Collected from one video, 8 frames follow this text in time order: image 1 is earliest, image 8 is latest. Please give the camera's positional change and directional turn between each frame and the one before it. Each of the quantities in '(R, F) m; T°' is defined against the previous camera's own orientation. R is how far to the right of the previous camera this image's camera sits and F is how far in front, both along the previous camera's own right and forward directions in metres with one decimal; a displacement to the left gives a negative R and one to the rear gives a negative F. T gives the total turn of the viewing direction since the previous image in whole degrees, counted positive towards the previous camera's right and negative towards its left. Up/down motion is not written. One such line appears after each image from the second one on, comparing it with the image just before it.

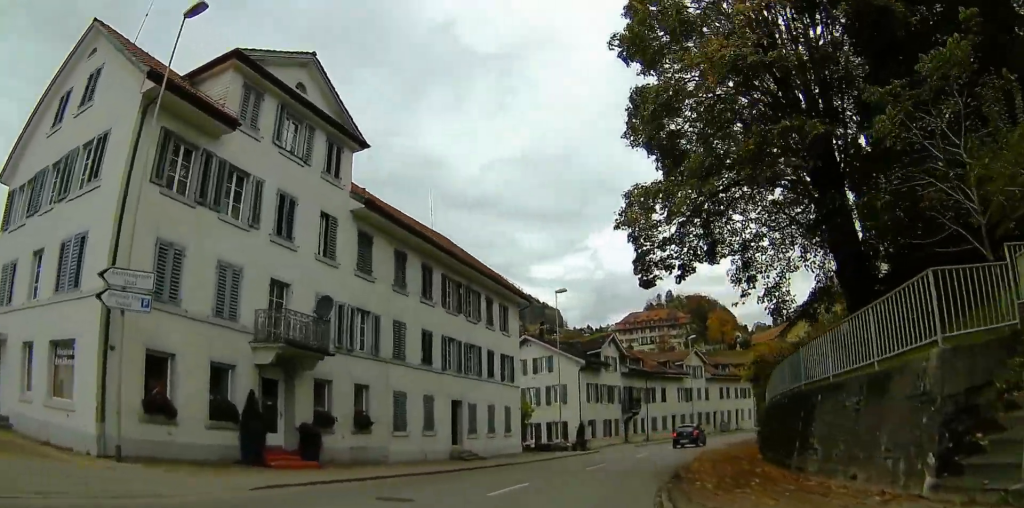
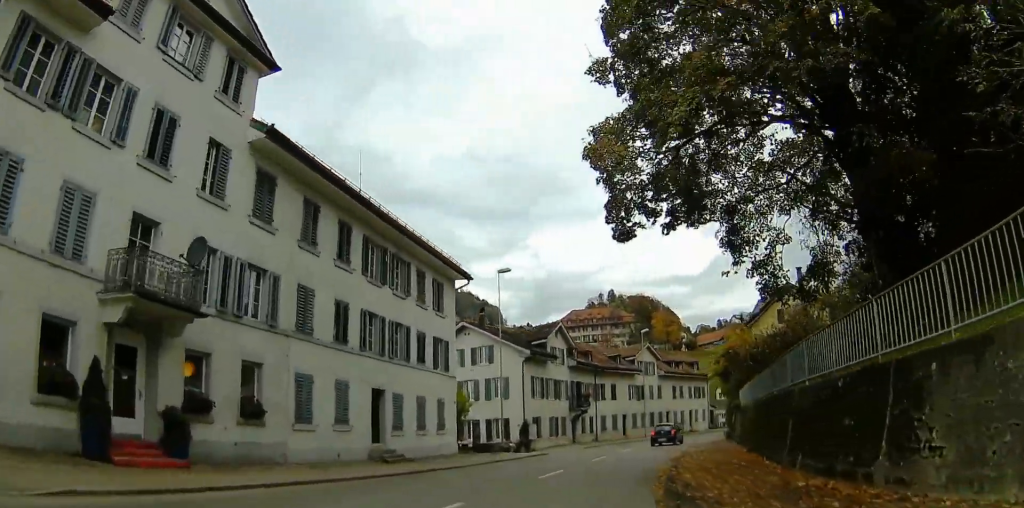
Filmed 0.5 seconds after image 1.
(0.0, +4.4) m; +8°
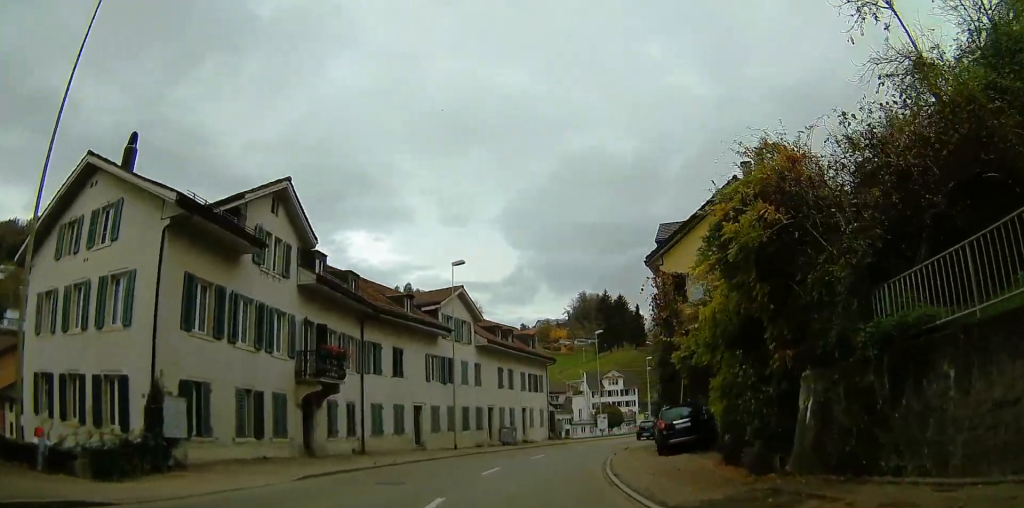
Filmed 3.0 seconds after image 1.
(+6.3, +23.9) m; +19°
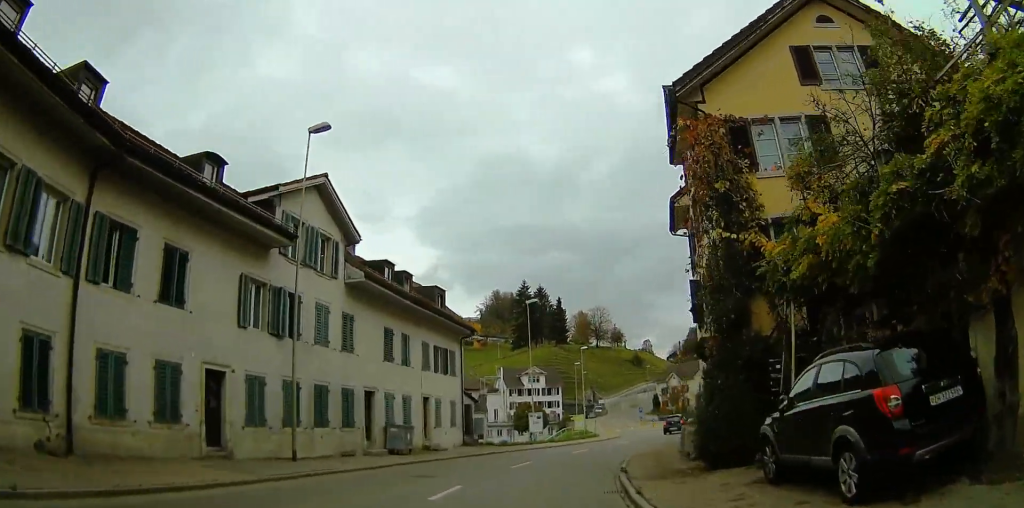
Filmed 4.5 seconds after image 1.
(+1.7, +15.2) m; +11°
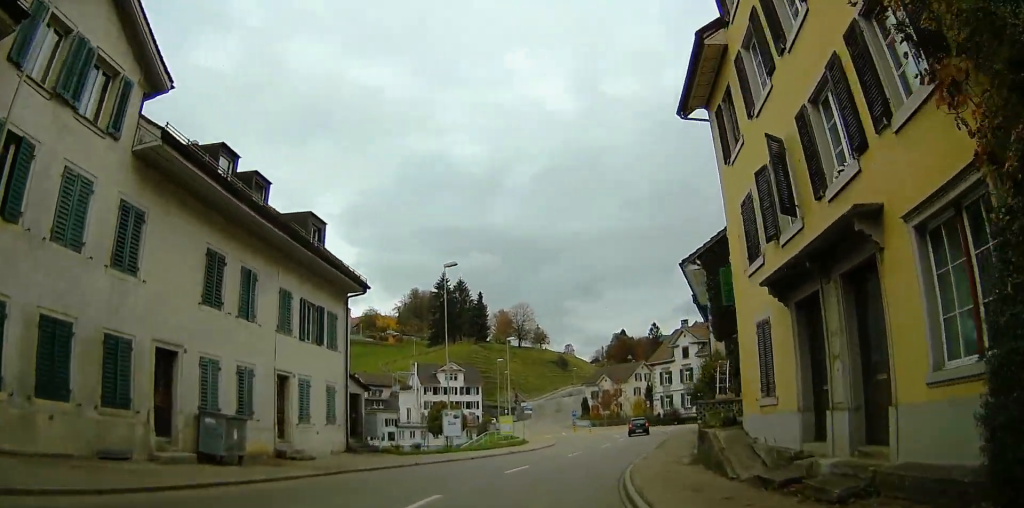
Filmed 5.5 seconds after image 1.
(+0.1, +10.7) m; +4°
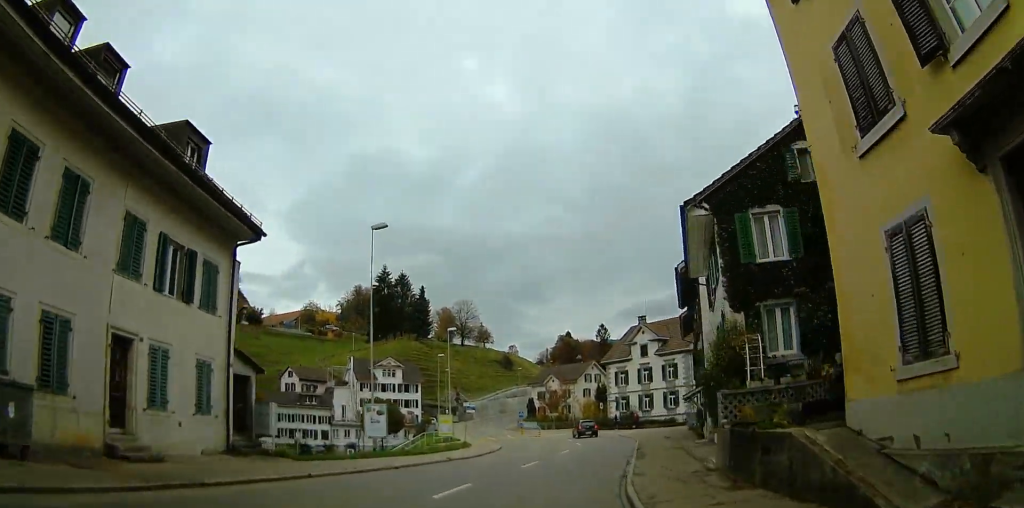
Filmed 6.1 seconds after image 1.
(+0.1, +6.5) m; +7°
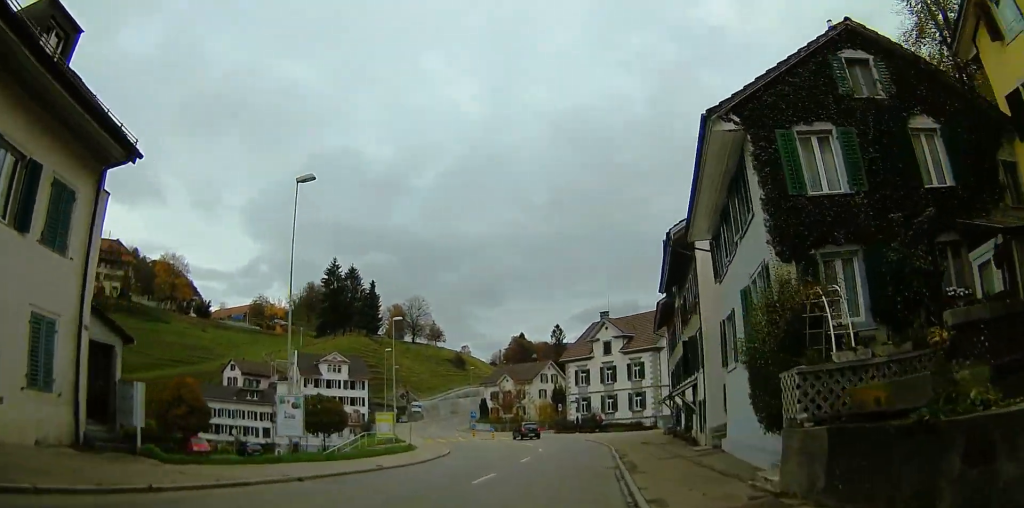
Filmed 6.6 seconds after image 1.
(+0.3, +5.2) m; +5°
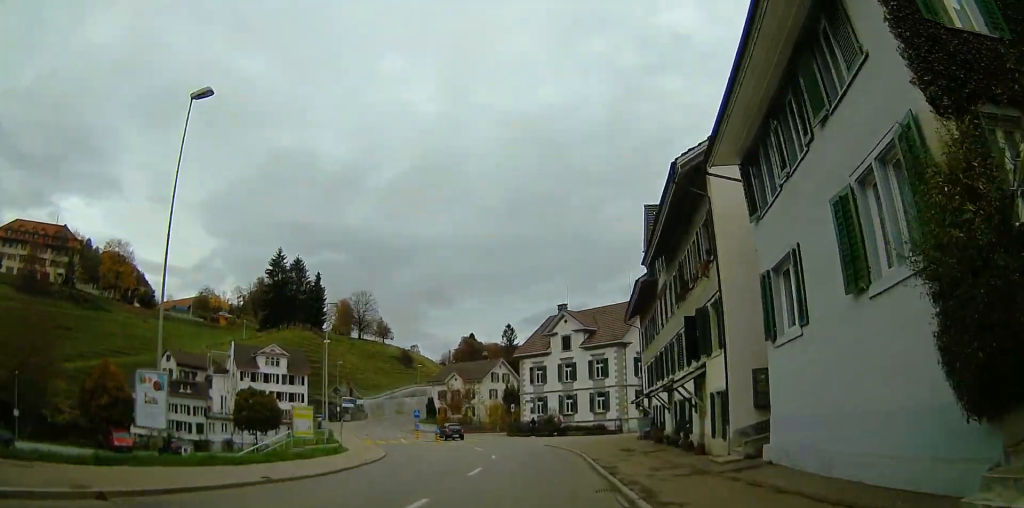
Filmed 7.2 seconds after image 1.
(+0.6, +5.8) m; +6°
